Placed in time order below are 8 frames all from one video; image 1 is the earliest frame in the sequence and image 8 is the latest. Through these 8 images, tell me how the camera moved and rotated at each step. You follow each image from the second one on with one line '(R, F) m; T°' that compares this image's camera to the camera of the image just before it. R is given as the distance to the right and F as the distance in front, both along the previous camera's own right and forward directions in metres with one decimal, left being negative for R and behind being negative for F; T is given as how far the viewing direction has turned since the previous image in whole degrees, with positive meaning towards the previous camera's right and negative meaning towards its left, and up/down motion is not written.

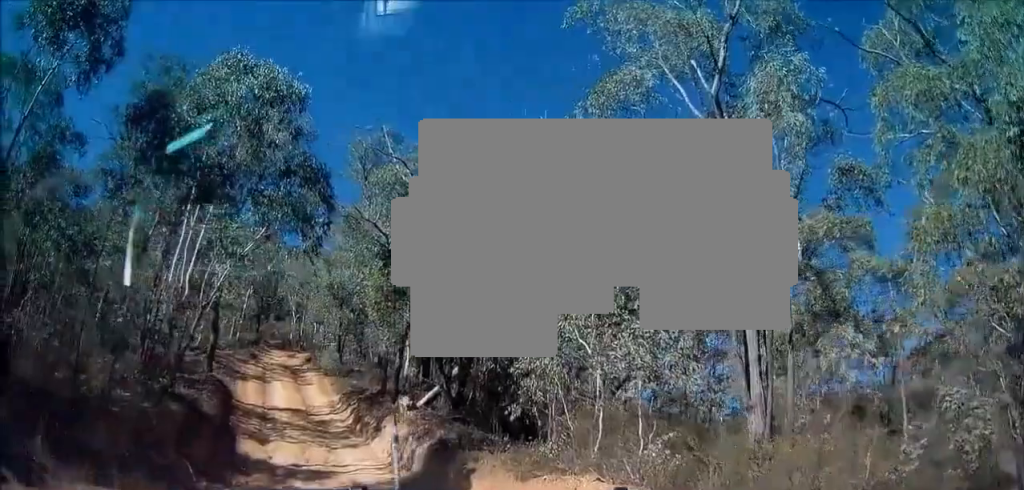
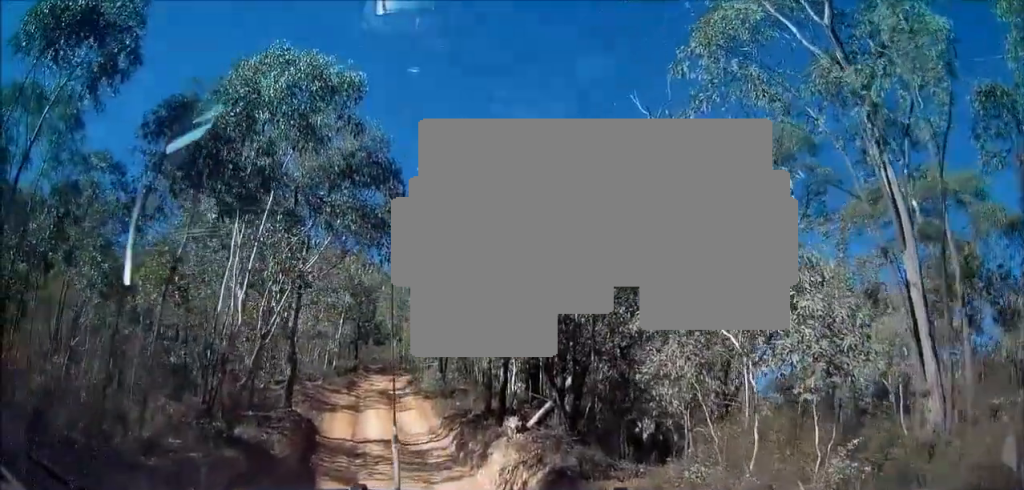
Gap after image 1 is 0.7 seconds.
(+0.1, +2.3) m; -8°
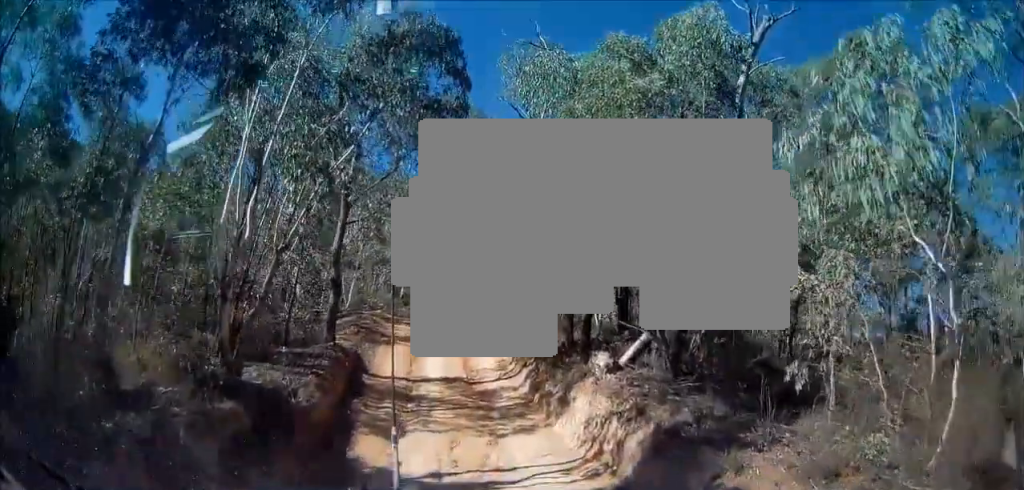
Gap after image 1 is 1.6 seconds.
(-0.6, +3.0) m; -11°
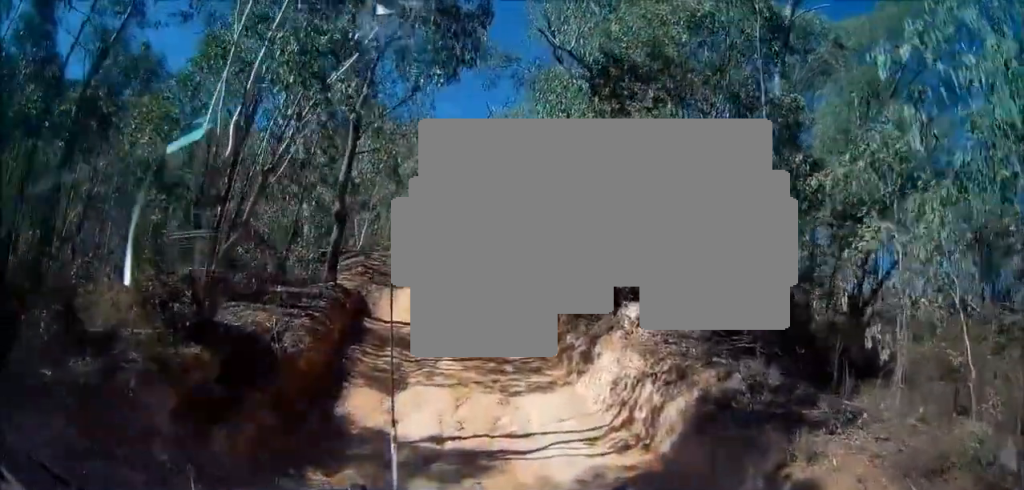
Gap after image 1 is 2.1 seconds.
(0.0, +1.4) m; +2°
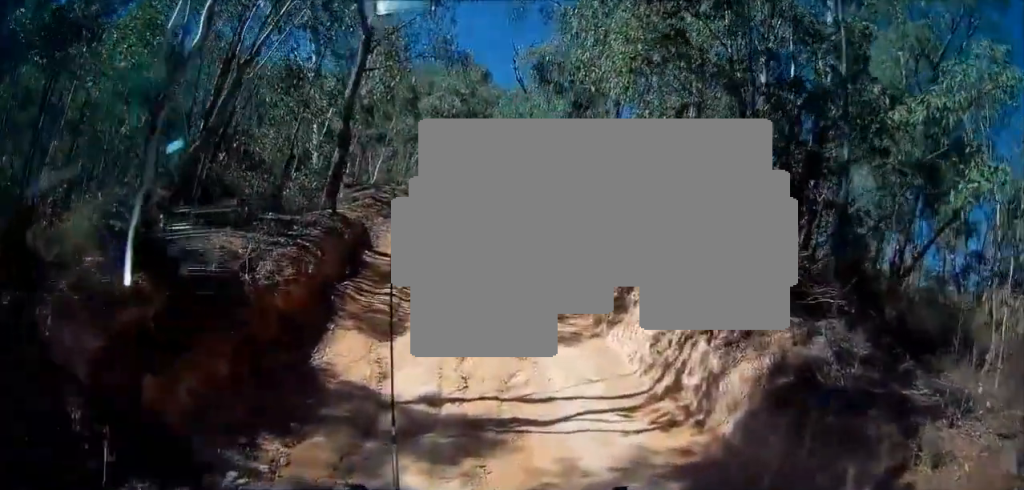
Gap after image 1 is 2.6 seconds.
(0.0, +1.7) m; +2°
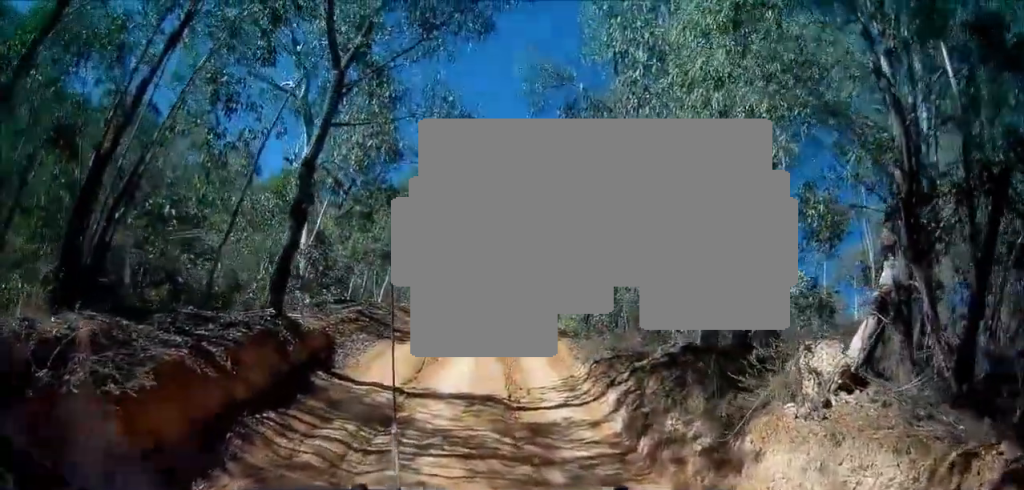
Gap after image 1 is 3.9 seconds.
(+0.1, +3.4) m; 0°
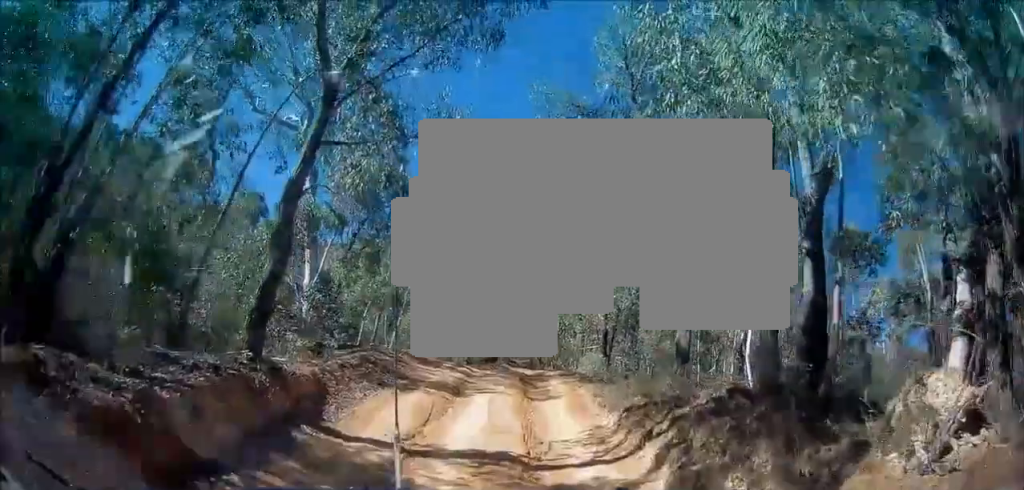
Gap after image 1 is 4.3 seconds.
(0.0, +1.0) m; -2°
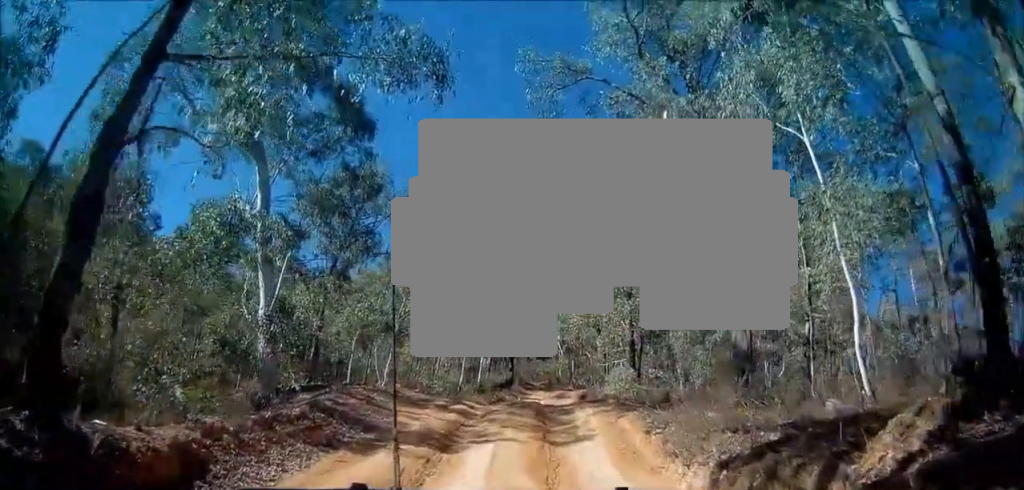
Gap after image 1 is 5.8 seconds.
(-0.1, +3.8) m; -1°
